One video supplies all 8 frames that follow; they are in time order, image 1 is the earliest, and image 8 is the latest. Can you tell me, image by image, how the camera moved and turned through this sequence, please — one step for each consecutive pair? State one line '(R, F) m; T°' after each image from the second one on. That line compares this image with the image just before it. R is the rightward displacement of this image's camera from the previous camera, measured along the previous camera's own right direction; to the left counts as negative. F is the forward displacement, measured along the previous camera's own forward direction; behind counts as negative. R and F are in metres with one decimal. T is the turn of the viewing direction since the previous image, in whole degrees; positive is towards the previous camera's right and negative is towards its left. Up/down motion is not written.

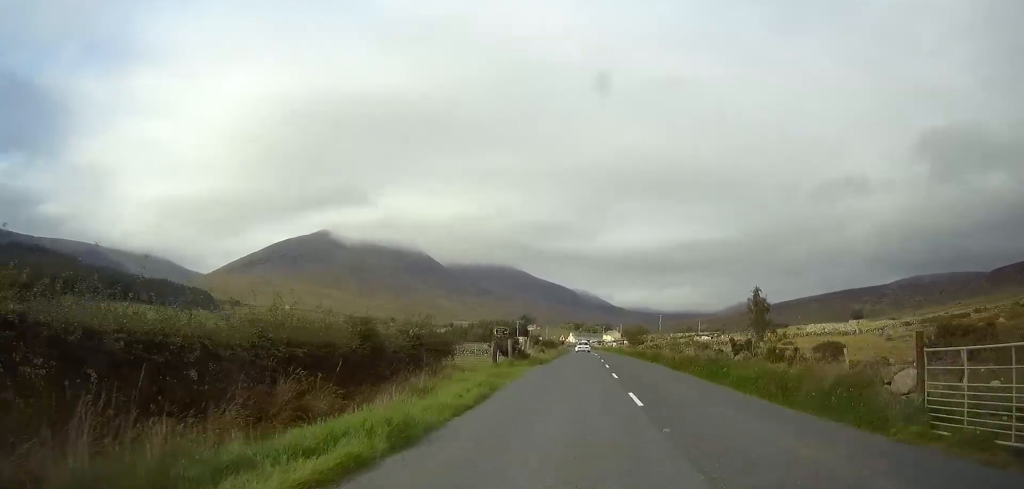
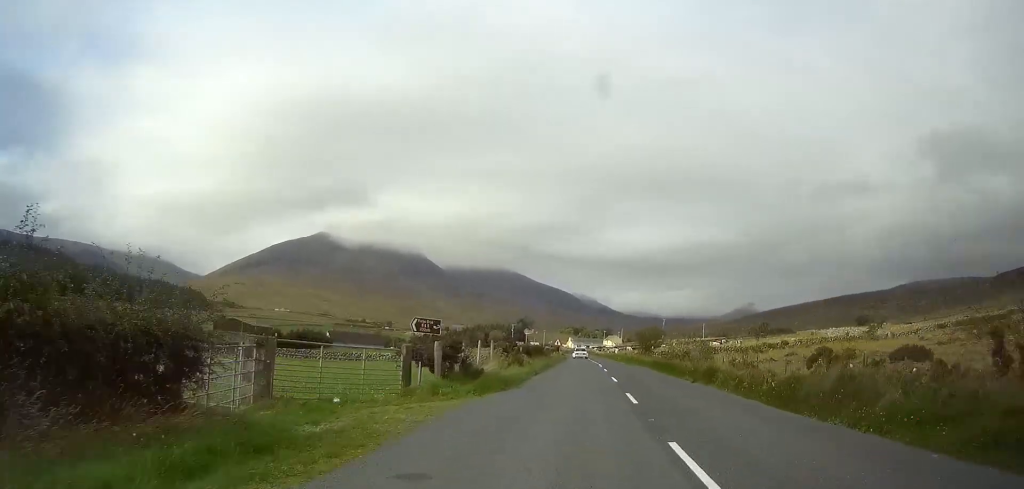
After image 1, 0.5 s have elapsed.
(0.0, +15.2) m; 0°
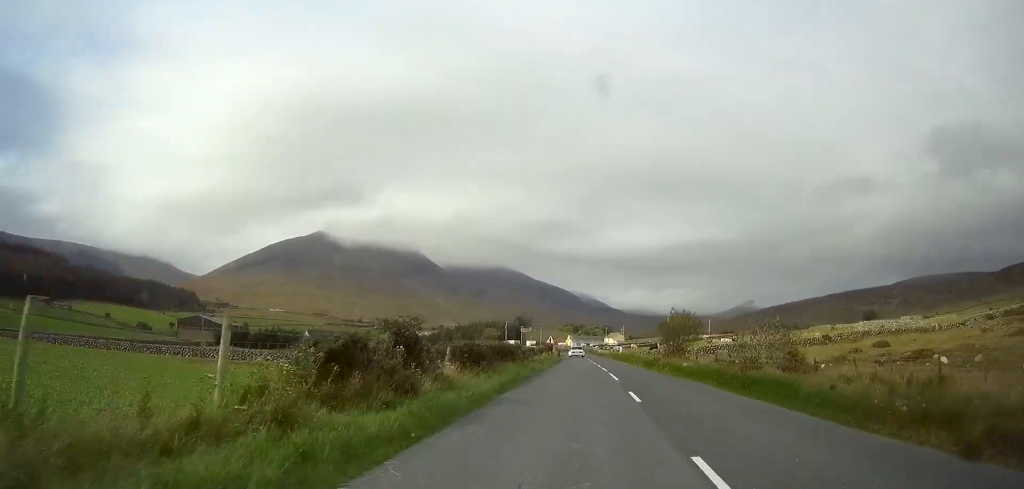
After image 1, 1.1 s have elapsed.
(0.0, +17.9) m; 0°
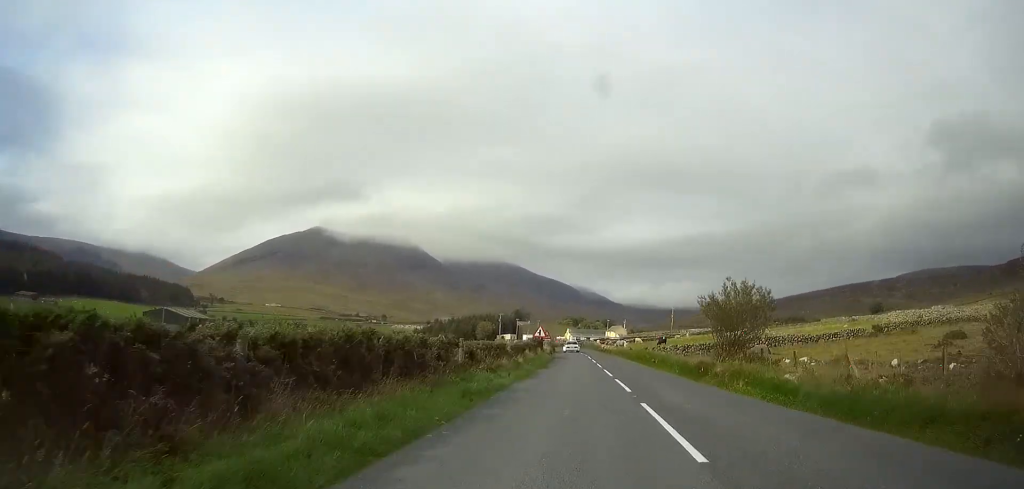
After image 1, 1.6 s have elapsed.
(0.0, +15.3) m; 0°
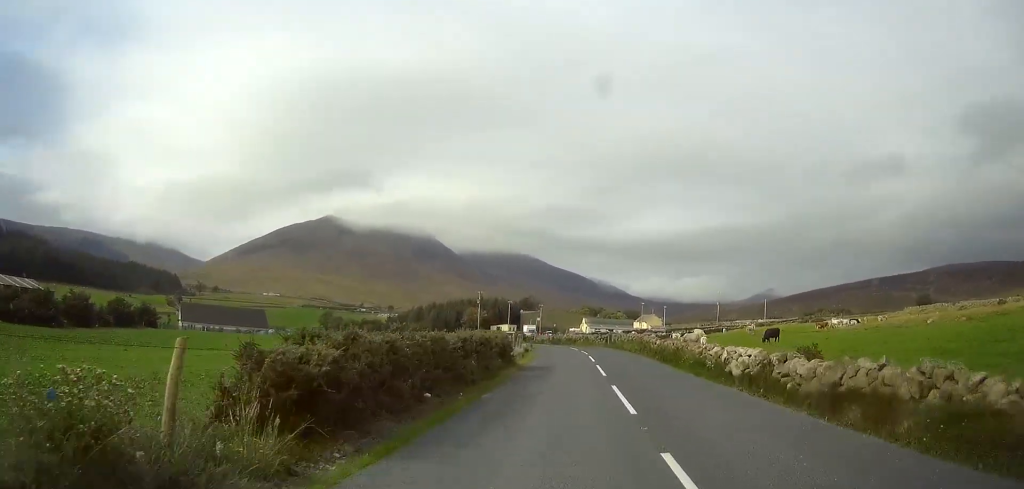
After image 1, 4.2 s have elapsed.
(-1.0, +63.7) m; -3°
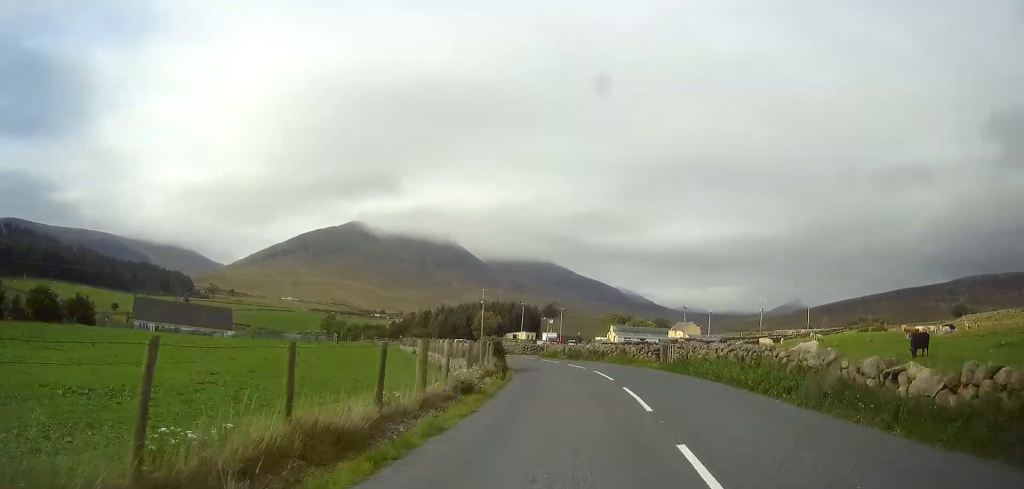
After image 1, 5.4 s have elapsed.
(-0.5, +24.4) m; -4°
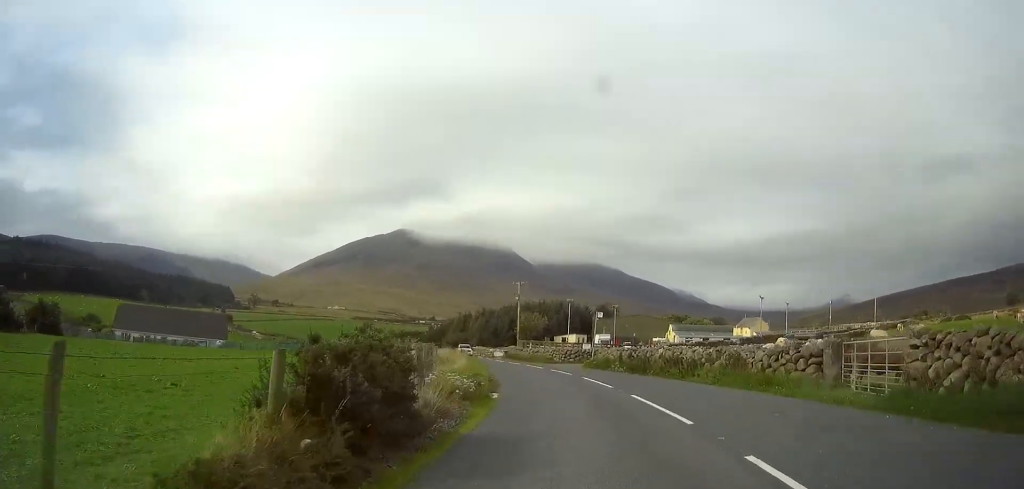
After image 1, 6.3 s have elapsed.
(-0.9, +19.0) m; -6°
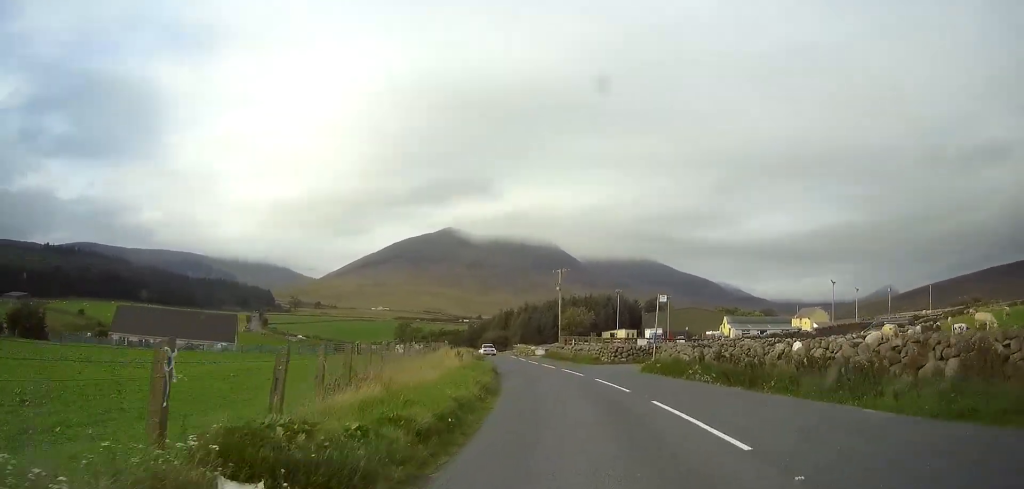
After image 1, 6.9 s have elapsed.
(-0.7, +11.8) m; -3°
